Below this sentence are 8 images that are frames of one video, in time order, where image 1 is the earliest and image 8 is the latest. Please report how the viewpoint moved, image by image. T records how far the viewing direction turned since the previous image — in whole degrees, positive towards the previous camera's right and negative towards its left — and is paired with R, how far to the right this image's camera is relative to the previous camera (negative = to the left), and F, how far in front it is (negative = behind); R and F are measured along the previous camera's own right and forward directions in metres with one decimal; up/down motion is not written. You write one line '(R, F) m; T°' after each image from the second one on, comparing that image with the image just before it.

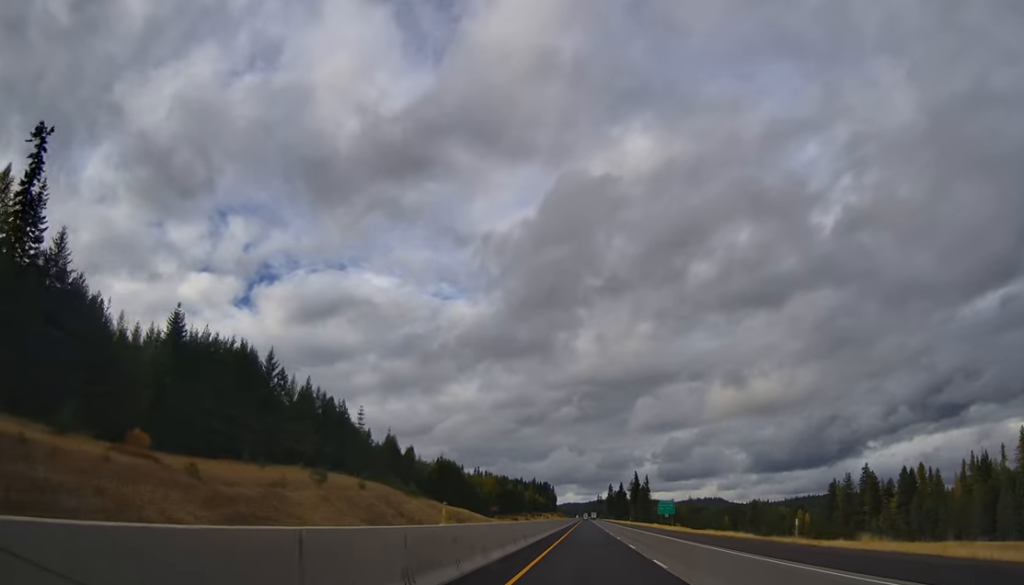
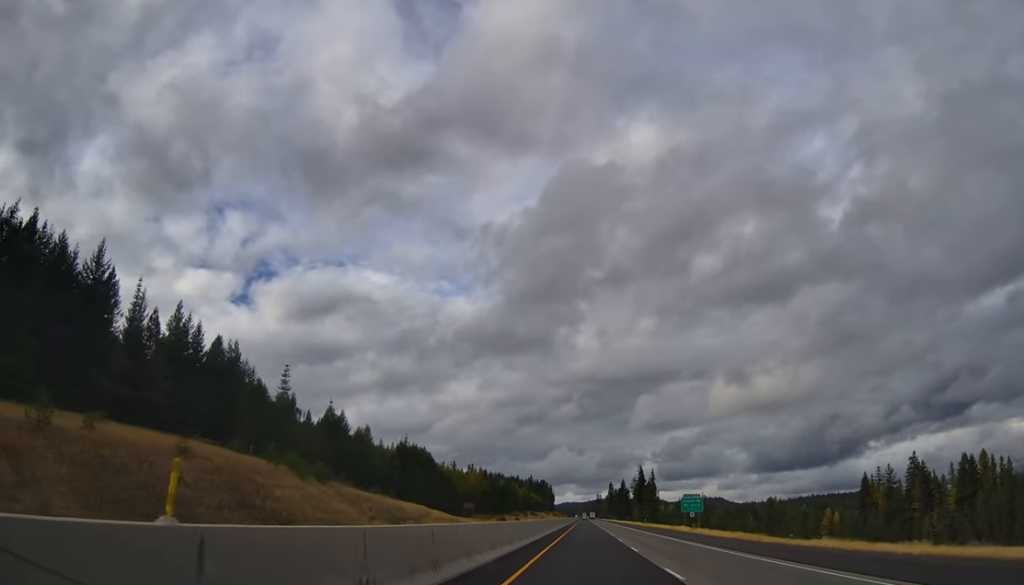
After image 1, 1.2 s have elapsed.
(-0.3, +39.9) m; +1°
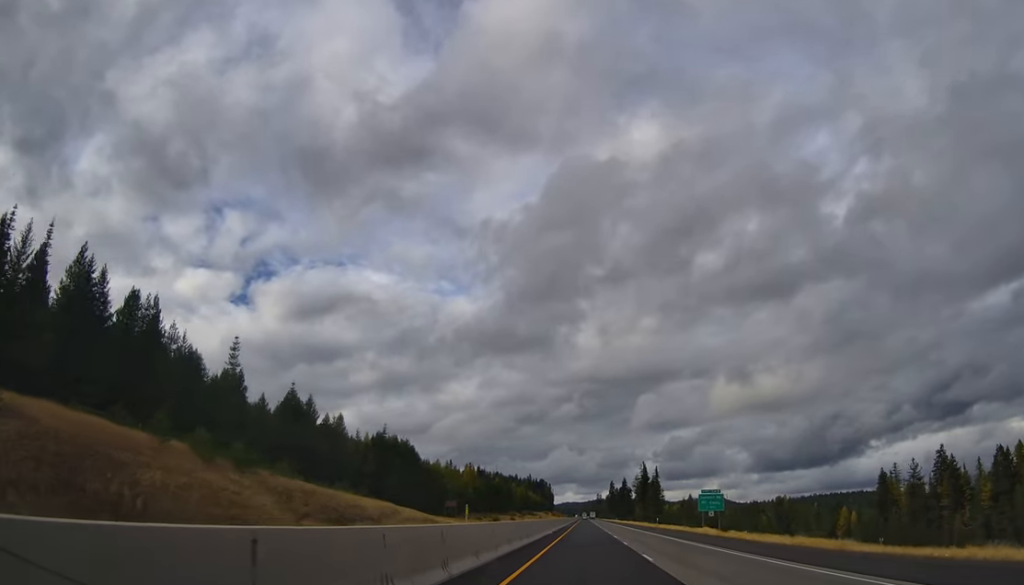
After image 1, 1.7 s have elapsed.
(+0.5, +18.2) m; 0°
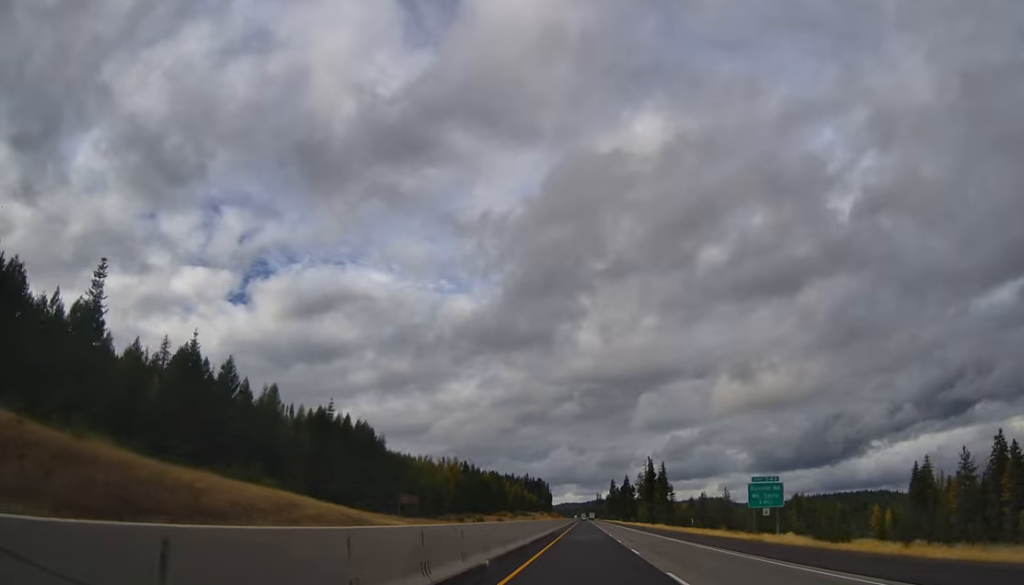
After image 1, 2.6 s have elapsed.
(-0.4, +31.8) m; 0°
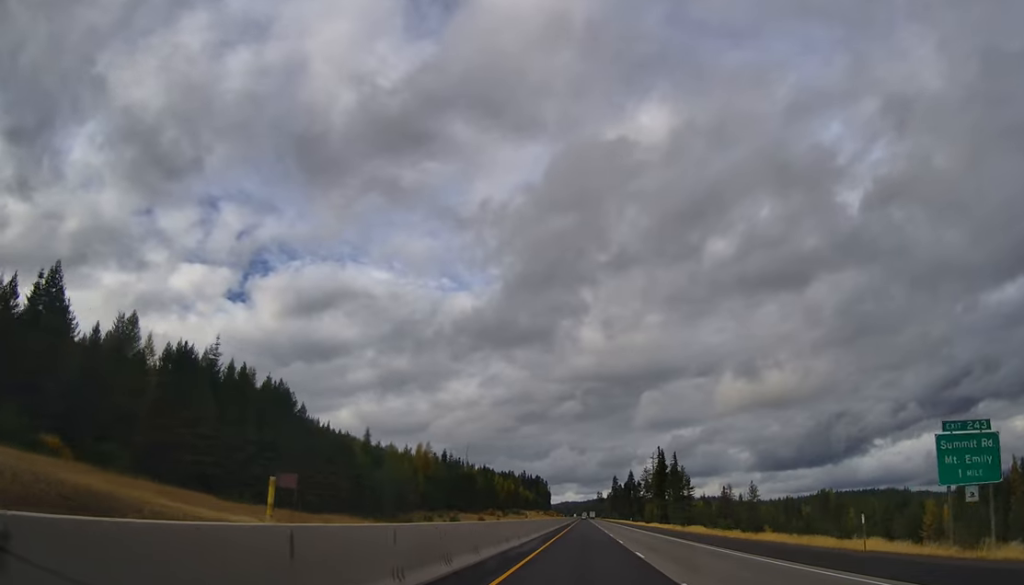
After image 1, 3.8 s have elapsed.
(+0.1, +39.7) m; 0°
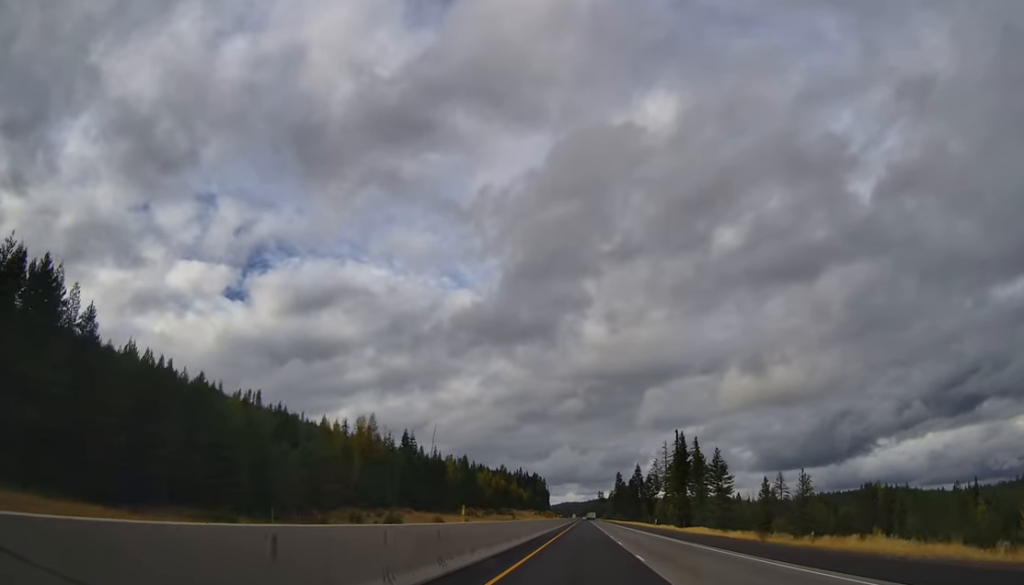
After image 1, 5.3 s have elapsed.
(-0.3, +49.9) m; 0°
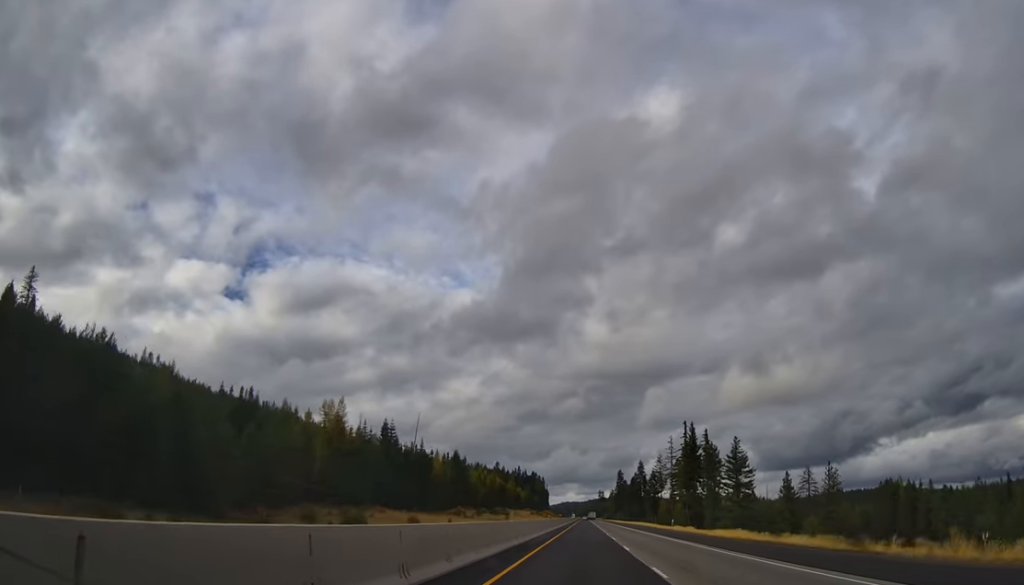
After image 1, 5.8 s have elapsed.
(-0.1, +18.2) m; 0°
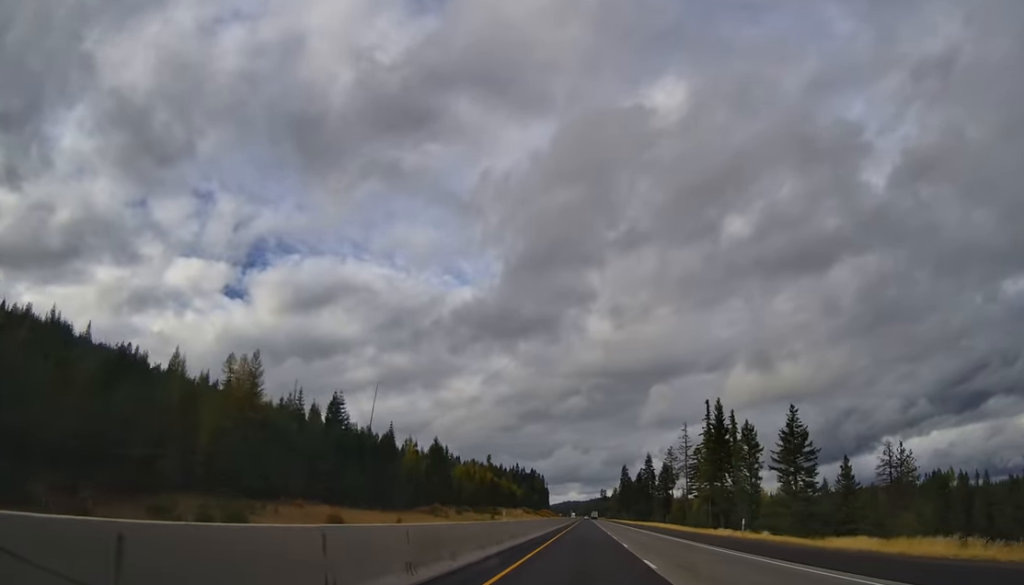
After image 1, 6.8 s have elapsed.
(+0.1, +34.0) m; 0°
